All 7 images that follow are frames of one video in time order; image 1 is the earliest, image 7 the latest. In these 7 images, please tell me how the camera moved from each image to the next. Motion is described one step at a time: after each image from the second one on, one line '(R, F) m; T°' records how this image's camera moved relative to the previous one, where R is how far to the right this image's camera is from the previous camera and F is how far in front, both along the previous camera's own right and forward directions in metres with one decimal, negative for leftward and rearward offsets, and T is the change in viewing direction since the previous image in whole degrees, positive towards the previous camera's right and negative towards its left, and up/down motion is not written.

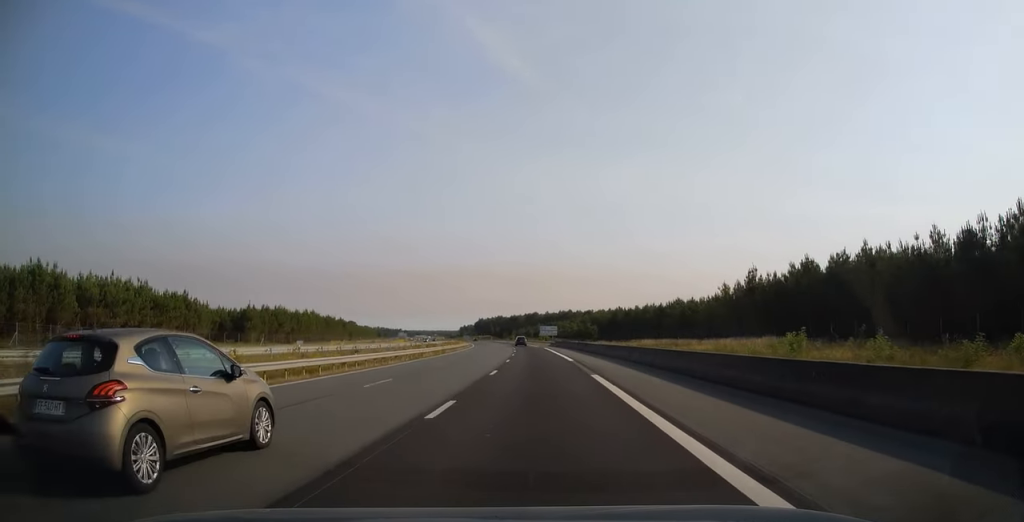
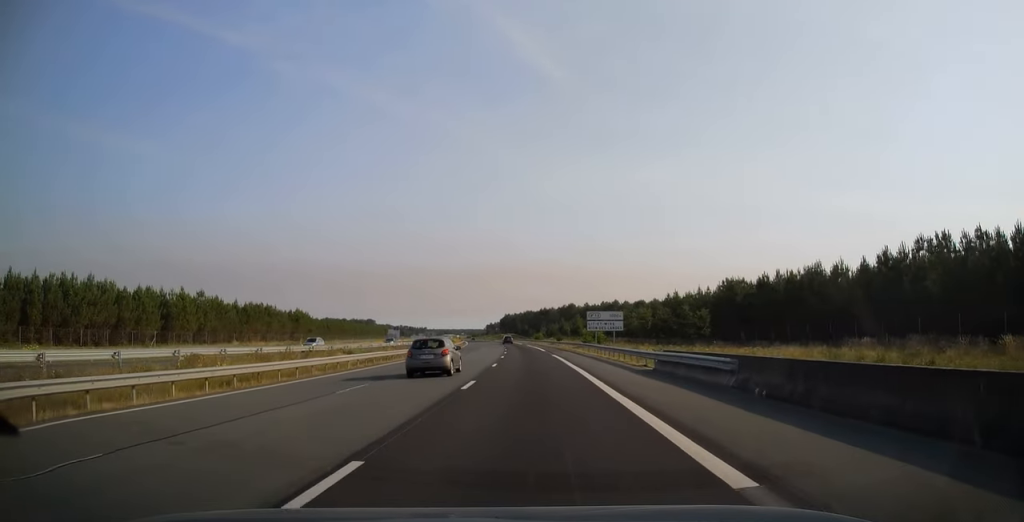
(-2.2, +80.6) m; -3°
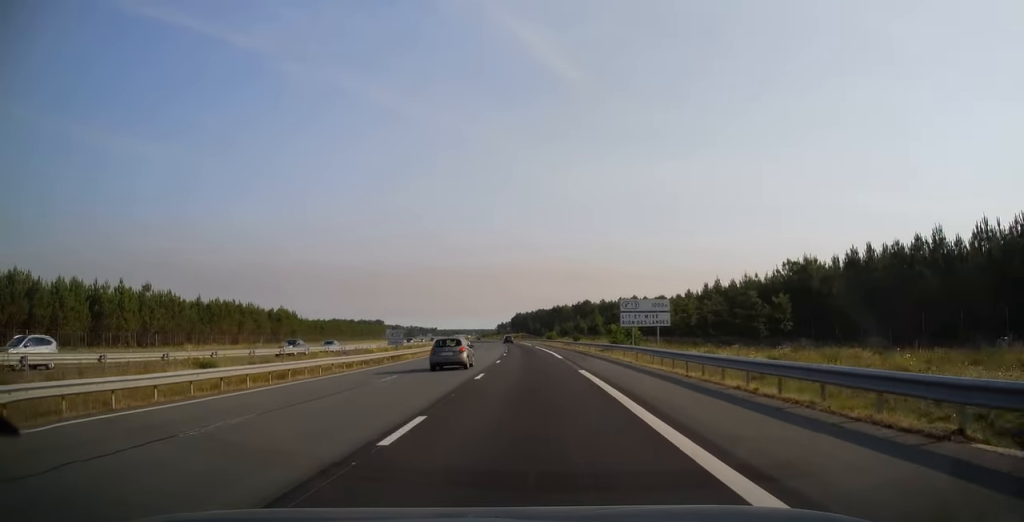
(-0.2, +21.2) m; -1°
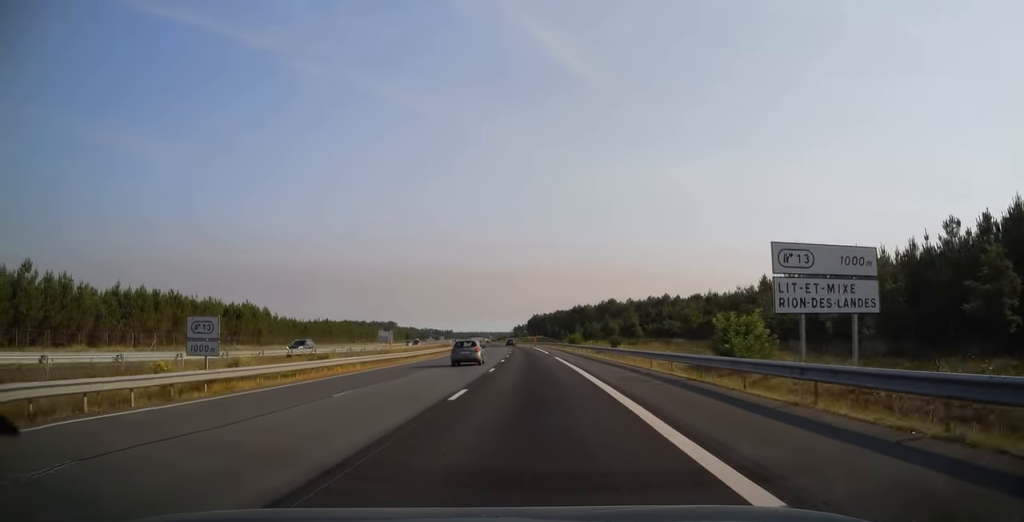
(-0.5, +31.6) m; -2°
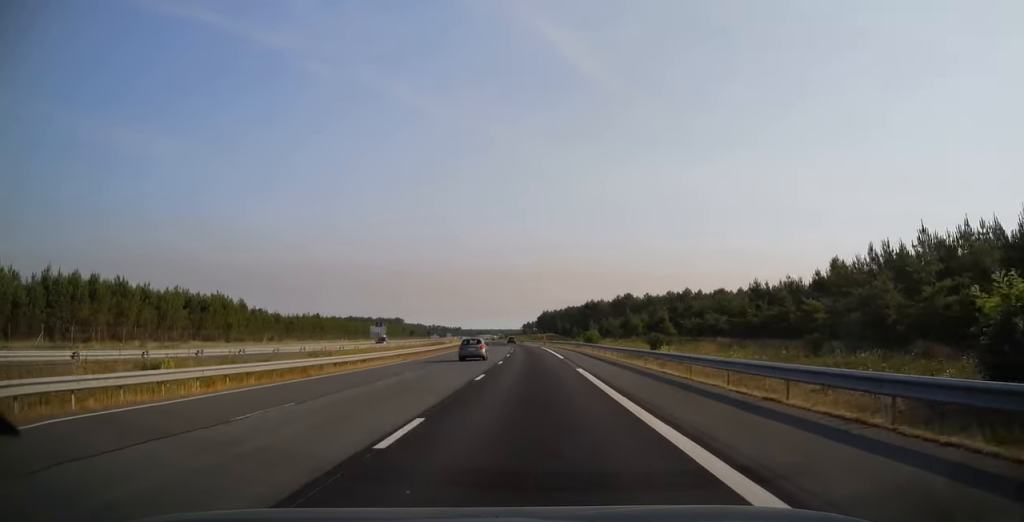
(-0.1, +18.7) m; -1°
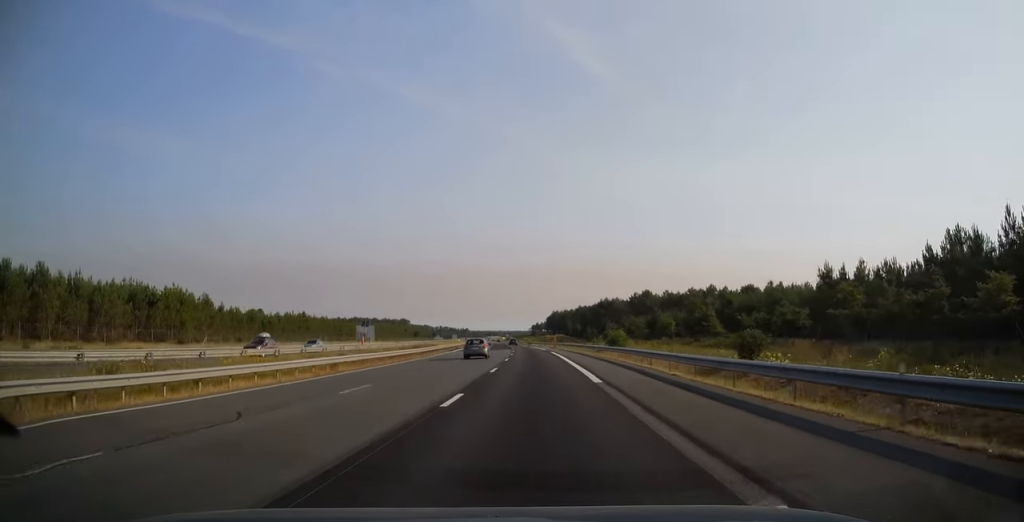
(-0.2, +20.1) m; -1°
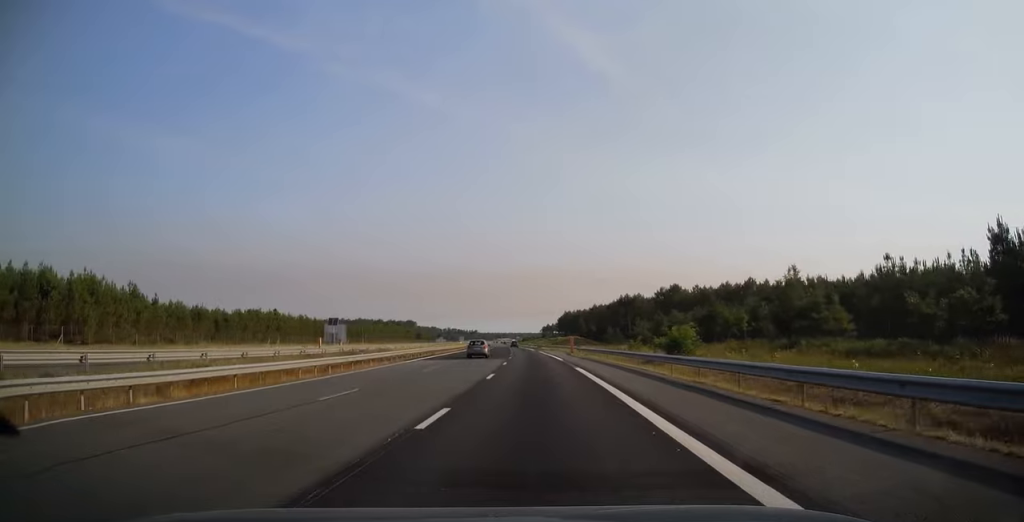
(-0.3, +27.9) m; -1°
